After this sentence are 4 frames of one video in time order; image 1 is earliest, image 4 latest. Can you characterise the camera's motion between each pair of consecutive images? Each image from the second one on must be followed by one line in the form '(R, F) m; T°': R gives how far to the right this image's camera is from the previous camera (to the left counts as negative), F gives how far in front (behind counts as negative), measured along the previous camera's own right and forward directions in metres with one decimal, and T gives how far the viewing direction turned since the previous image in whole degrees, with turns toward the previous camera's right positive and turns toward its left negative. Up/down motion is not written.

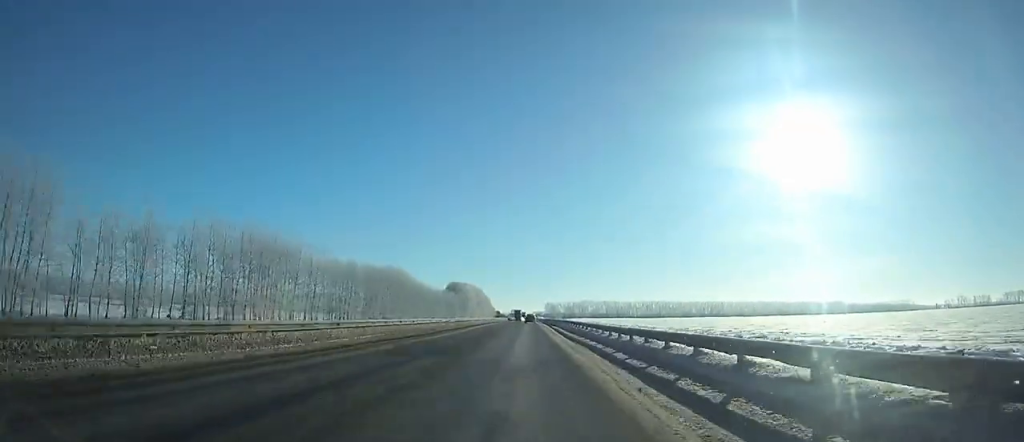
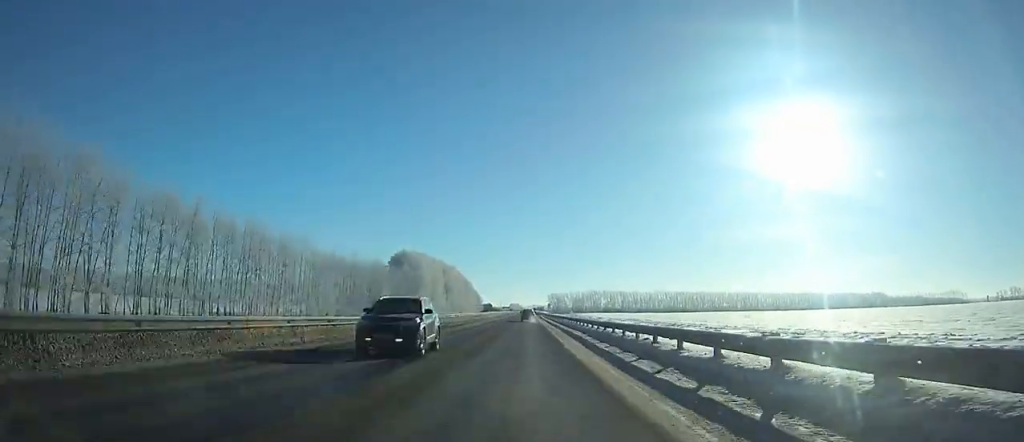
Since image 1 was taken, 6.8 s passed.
(-0.5, +145.4) m; 0°
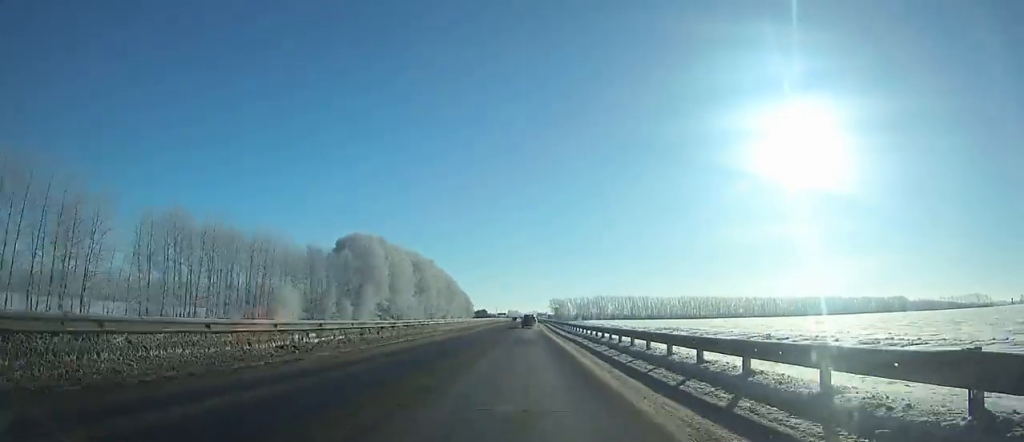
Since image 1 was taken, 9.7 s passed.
(0.0, +60.4) m; 0°
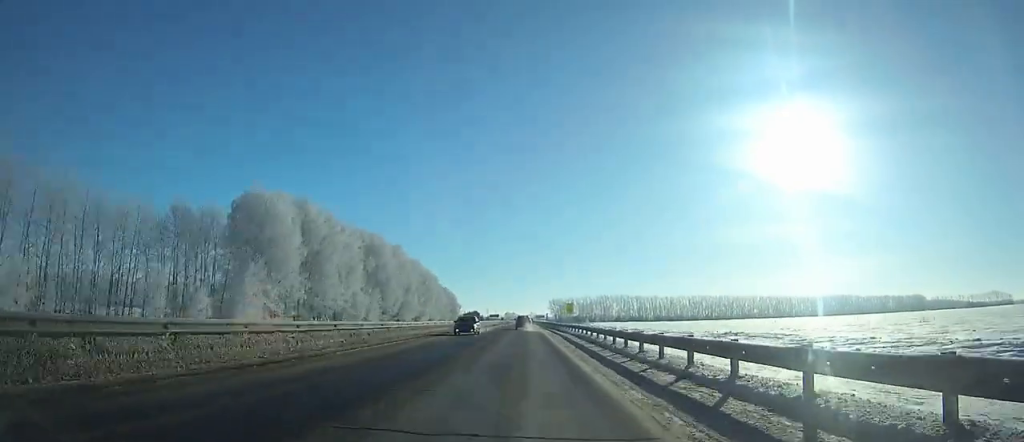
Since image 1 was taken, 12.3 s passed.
(0.0, +53.6) m; 0°
